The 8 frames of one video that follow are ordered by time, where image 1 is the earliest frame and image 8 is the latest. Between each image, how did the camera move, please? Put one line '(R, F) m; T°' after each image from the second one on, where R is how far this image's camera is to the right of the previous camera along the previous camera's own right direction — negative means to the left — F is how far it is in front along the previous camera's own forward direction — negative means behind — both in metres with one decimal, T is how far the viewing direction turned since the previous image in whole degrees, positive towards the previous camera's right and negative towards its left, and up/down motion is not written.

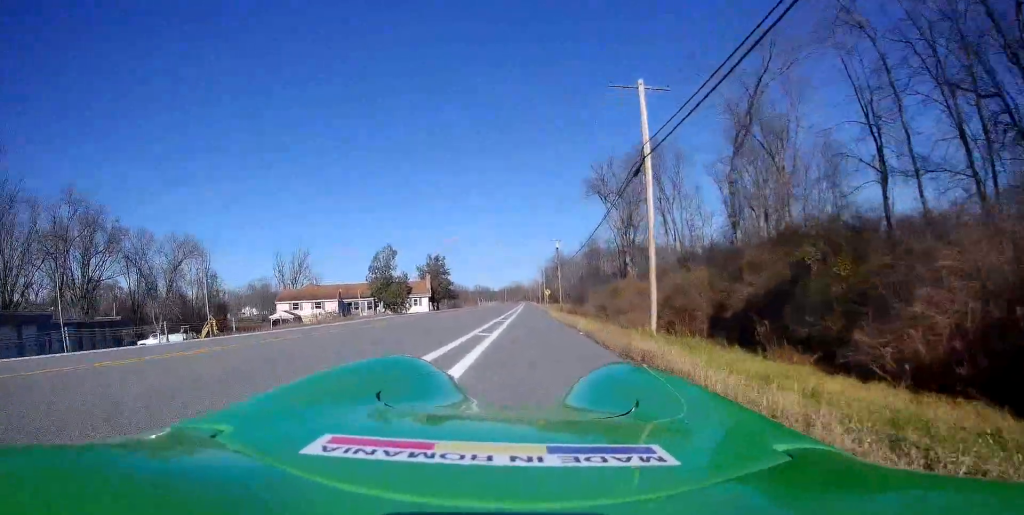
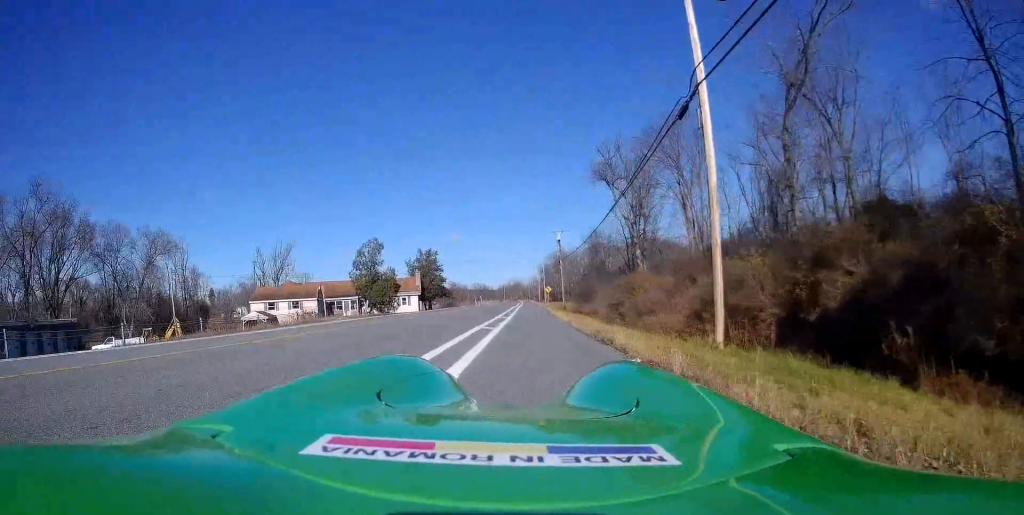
(0.0, +7.4) m; 0°
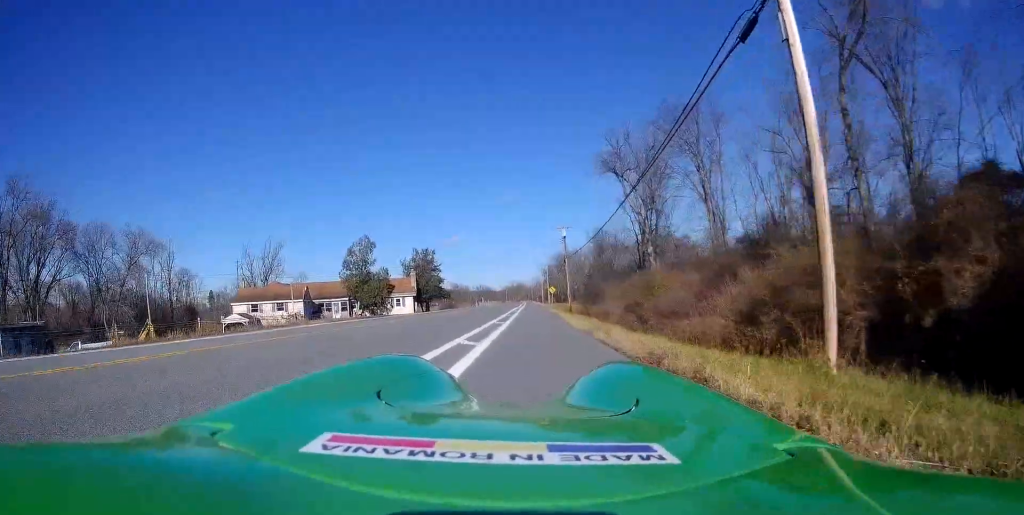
(0.0, +5.2) m; 0°
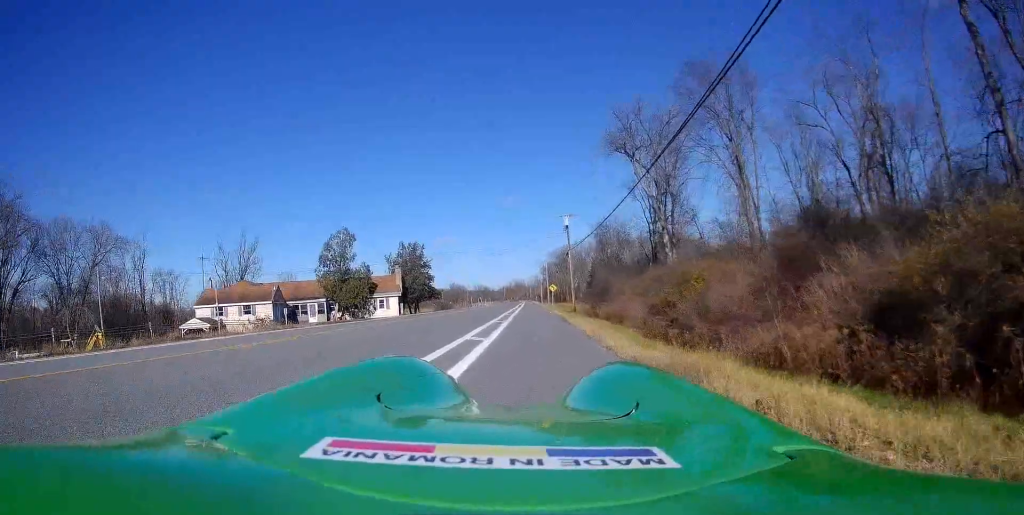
(0.0, +7.7) m; 0°
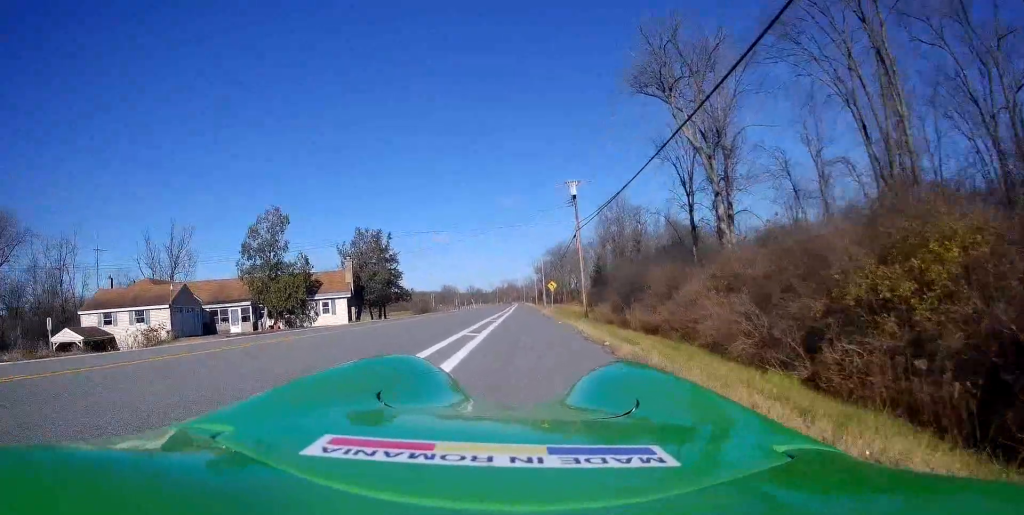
(0.0, +16.2) m; 0°
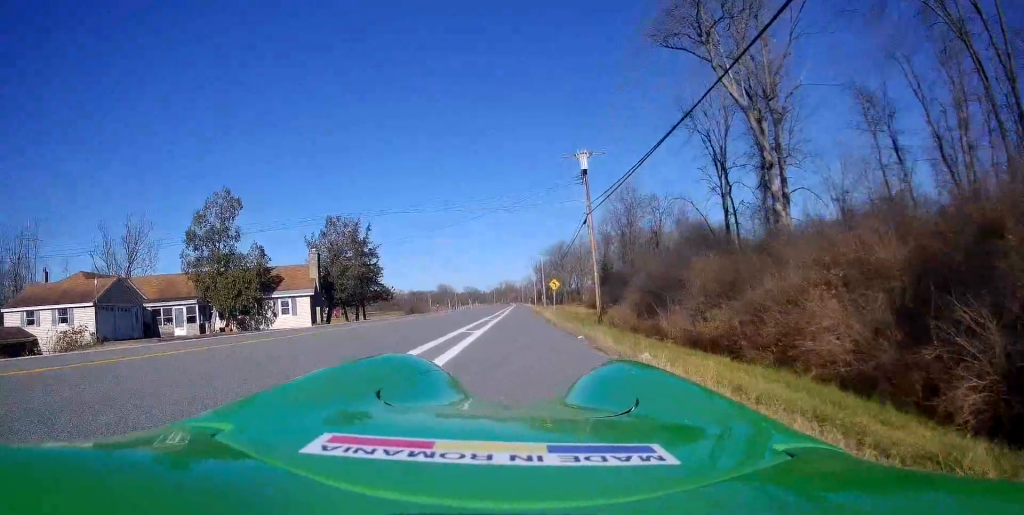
(0.0, +8.1) m; -1°
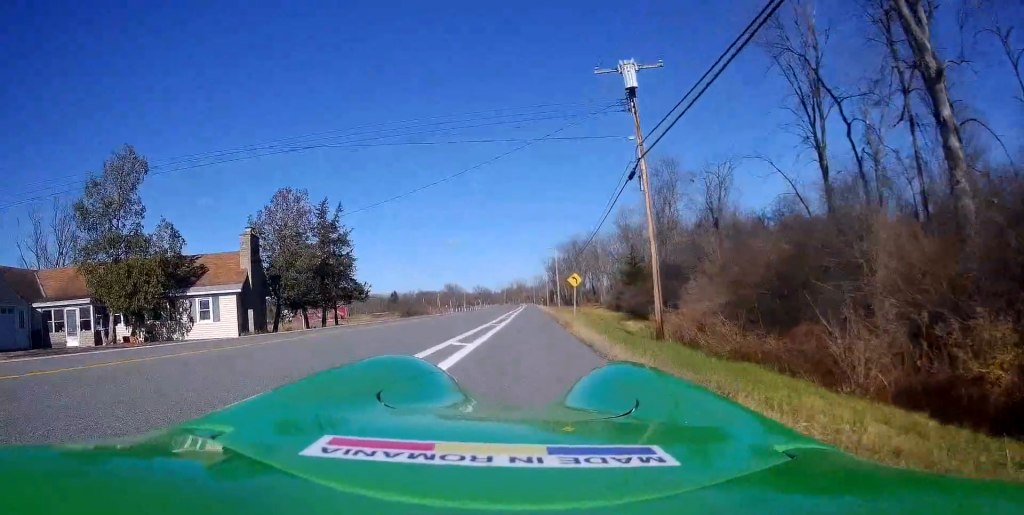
(-0.3, +12.2) m; -1°
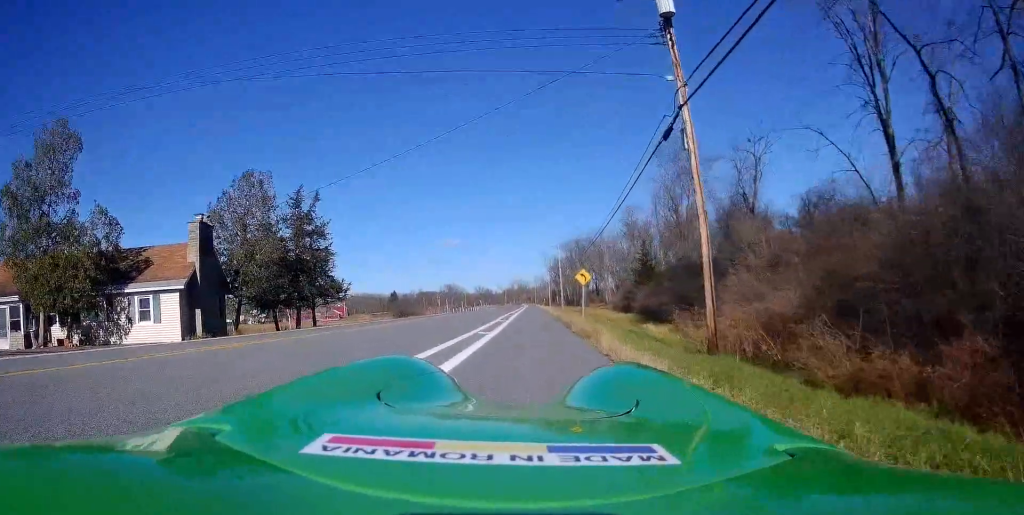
(-0.1, +5.5) m; 0°
